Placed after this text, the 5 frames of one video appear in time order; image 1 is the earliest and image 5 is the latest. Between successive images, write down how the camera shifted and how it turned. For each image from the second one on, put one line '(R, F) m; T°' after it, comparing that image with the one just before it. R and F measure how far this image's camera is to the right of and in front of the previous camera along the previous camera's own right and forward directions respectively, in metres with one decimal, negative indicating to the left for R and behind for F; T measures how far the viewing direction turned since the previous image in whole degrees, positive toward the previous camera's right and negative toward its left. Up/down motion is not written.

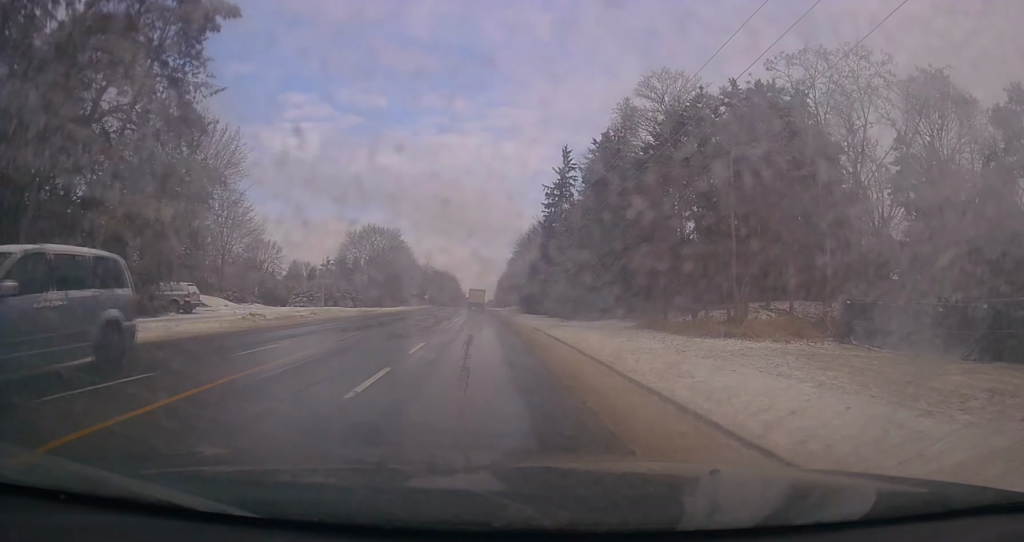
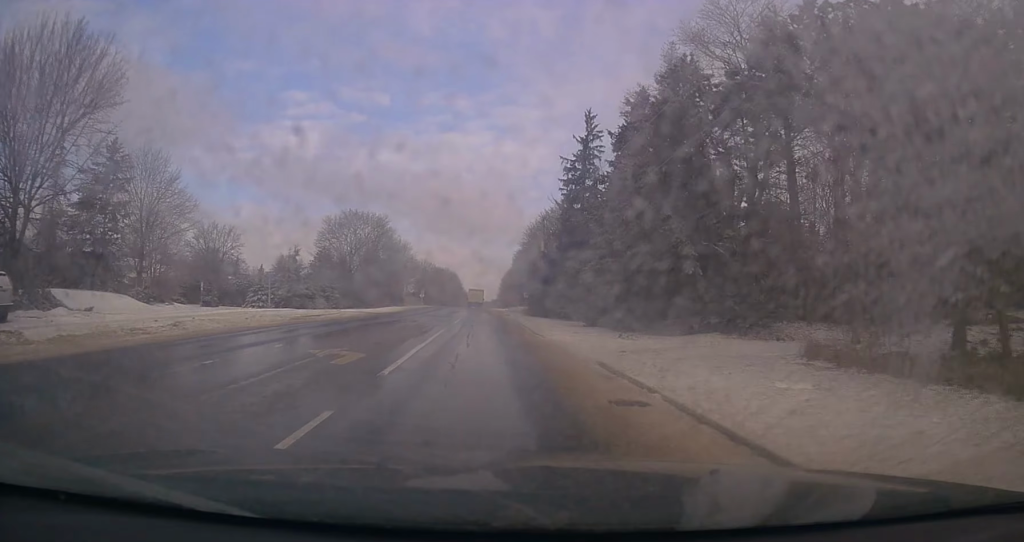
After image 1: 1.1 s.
(-0.1, +16.1) m; -1°
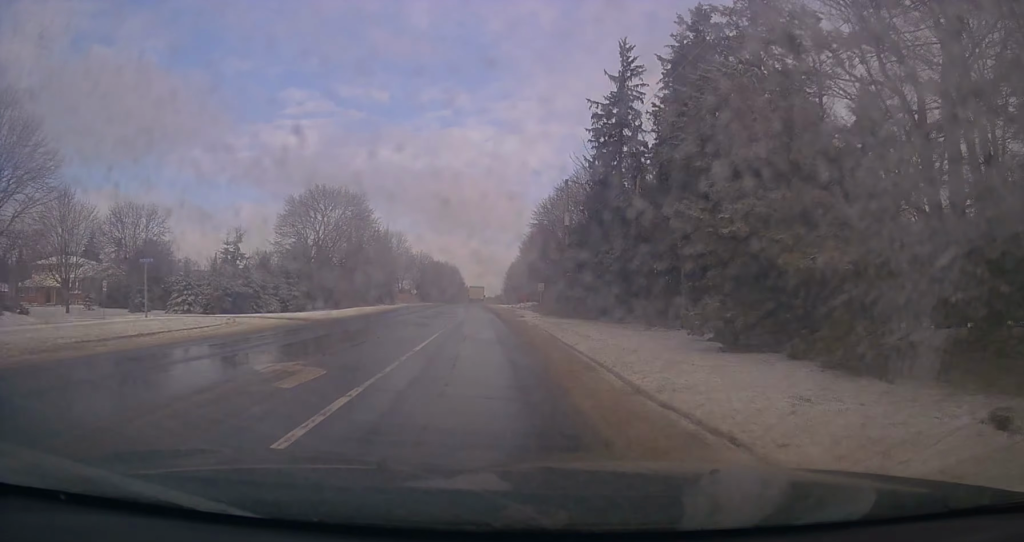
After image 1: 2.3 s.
(-0.3, +18.4) m; 0°
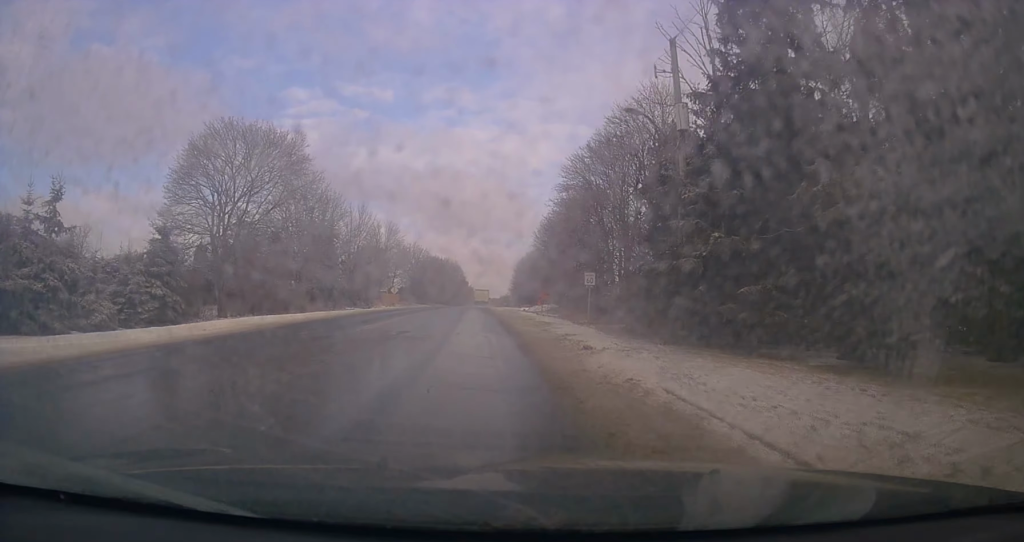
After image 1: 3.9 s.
(+0.4, +26.2) m; 0°
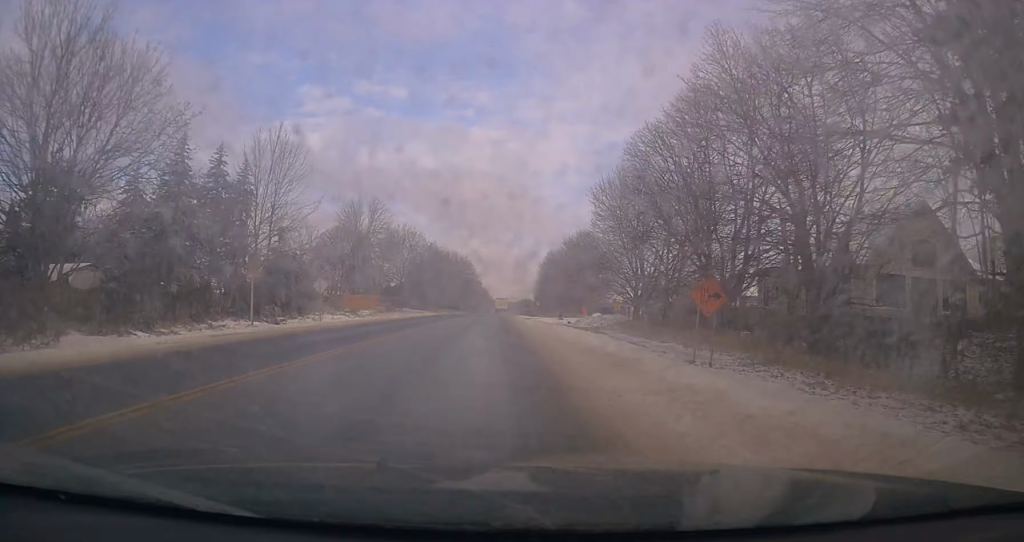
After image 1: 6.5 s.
(-0.8, +40.2) m; -2°
